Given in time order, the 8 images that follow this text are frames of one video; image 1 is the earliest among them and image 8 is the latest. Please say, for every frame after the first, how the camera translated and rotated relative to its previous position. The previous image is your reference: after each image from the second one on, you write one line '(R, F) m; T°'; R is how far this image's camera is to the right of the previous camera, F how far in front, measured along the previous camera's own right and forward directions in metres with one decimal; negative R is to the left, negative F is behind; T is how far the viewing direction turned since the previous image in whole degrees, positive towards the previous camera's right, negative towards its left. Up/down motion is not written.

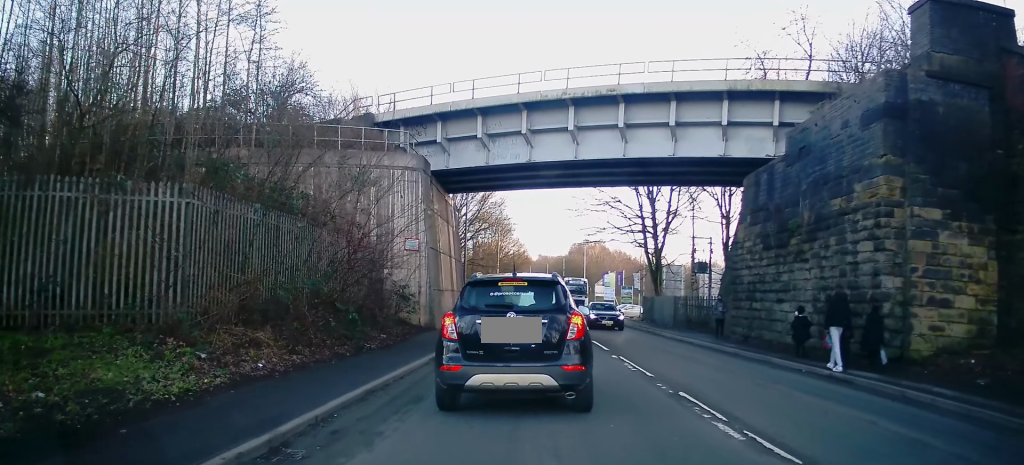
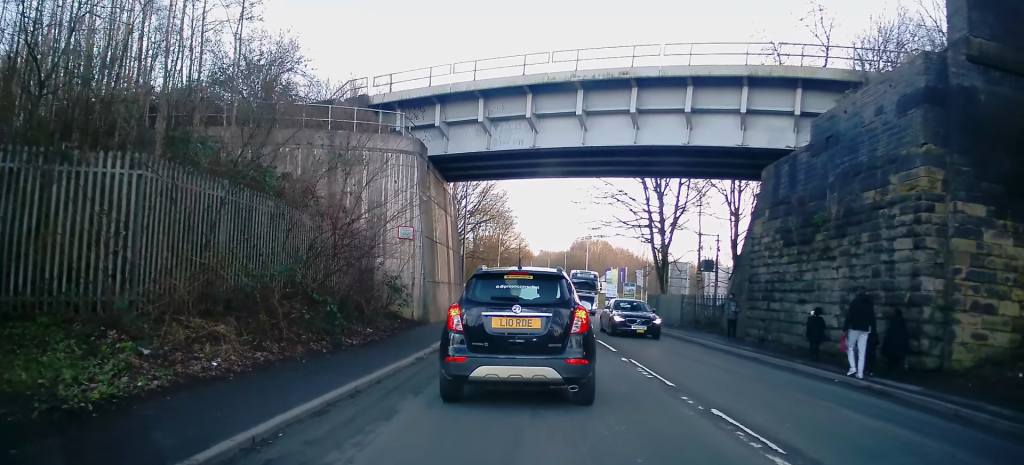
(-0.4, +1.5) m; -4°
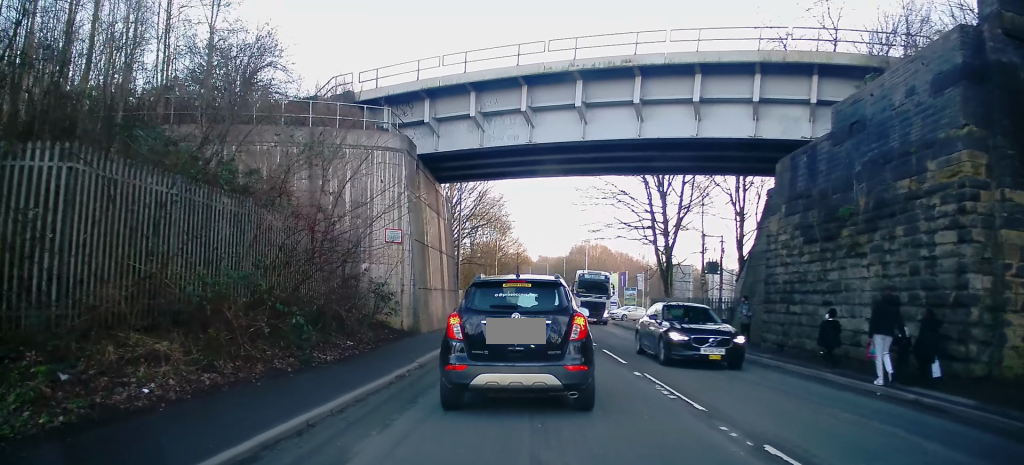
(-0.1, +1.7) m; -1°
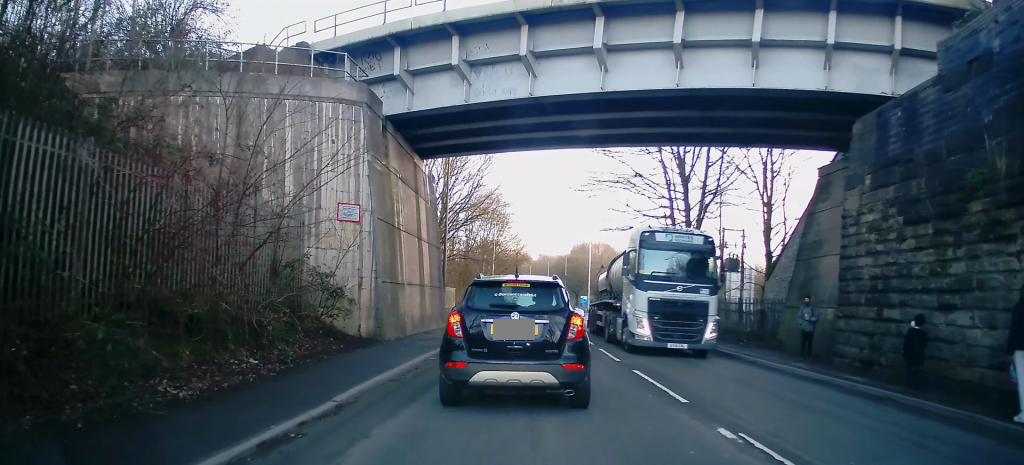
(+0.5, +5.0) m; +6°
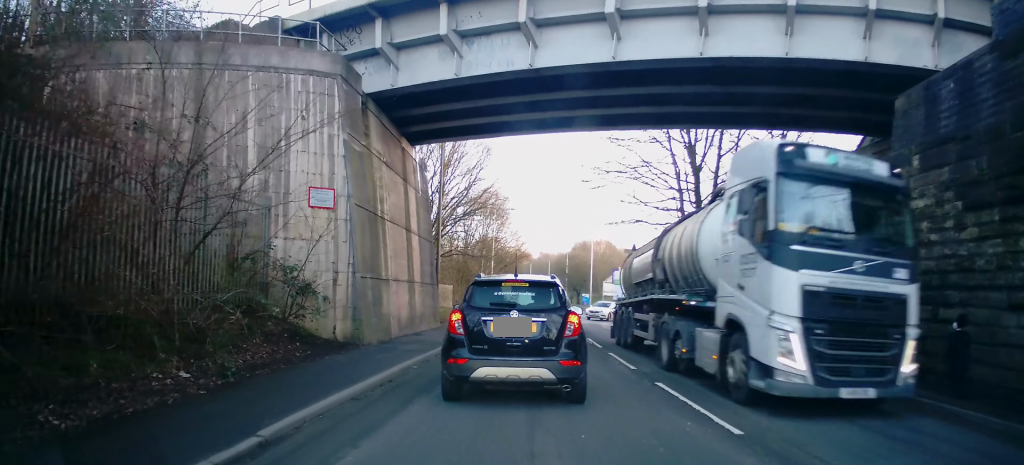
(0.0, +2.1) m; +1°
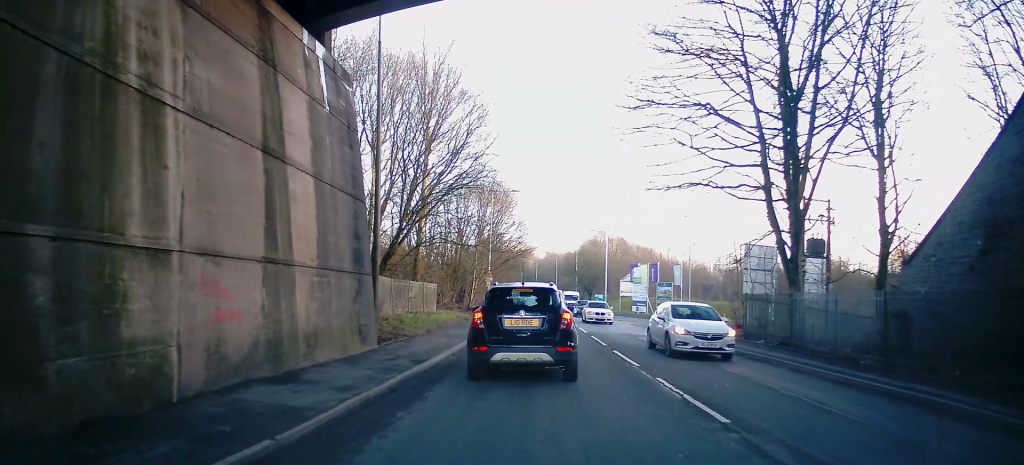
(-0.4, +10.7) m; -10°
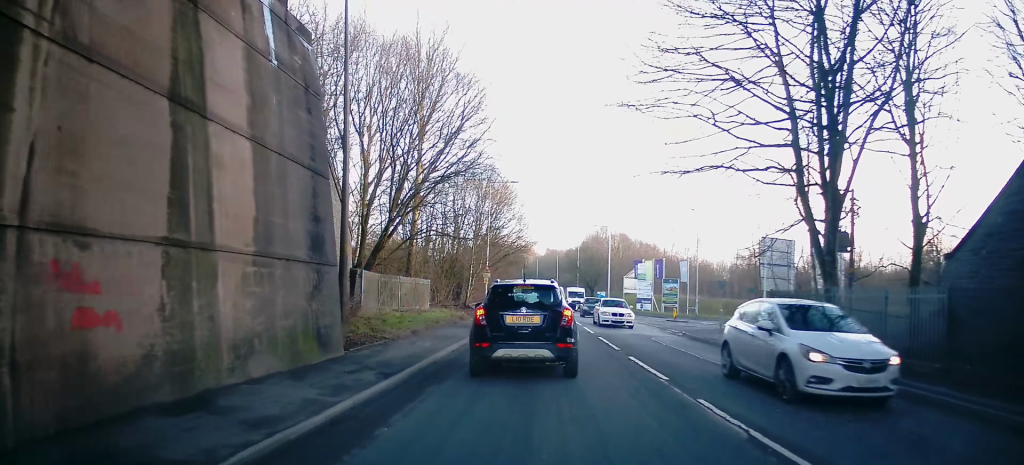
(0.0, +2.4) m; +1°
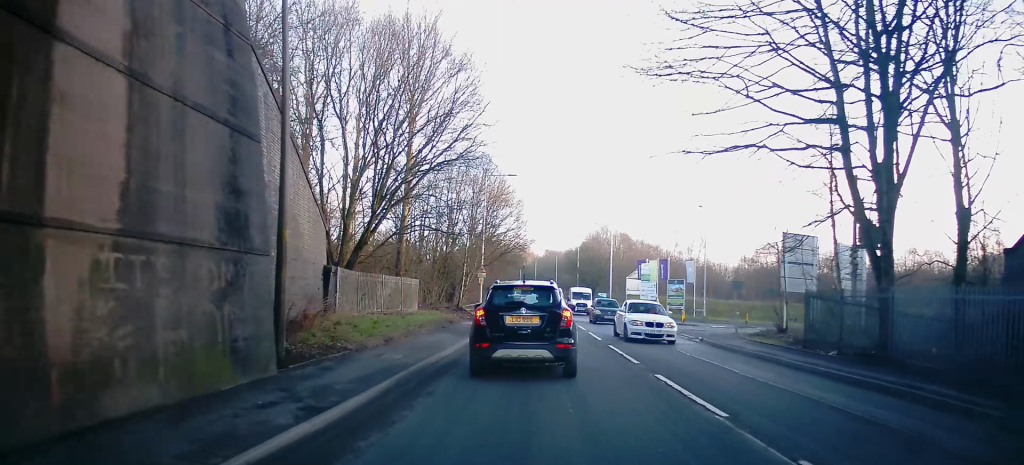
(-0.1, +3.0) m; +3°
